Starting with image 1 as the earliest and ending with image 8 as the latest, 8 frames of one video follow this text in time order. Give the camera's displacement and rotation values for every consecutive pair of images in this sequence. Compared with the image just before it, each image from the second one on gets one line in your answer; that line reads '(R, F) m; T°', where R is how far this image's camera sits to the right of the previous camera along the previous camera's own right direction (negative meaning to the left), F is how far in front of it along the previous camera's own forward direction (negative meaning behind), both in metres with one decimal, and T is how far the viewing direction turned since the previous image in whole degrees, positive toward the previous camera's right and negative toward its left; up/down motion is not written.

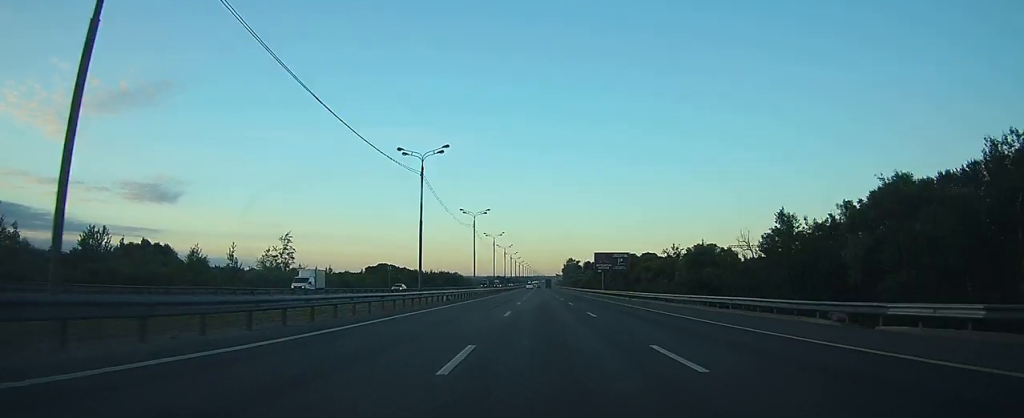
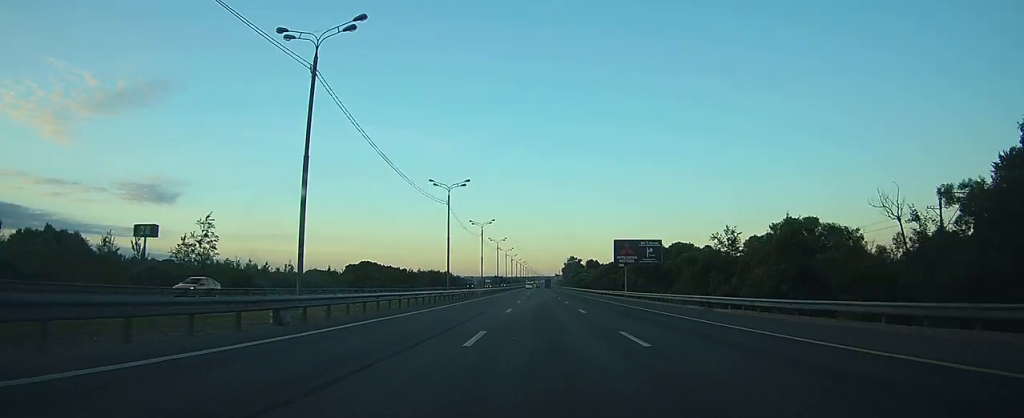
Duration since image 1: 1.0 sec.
(0.0, +28.1) m; 0°
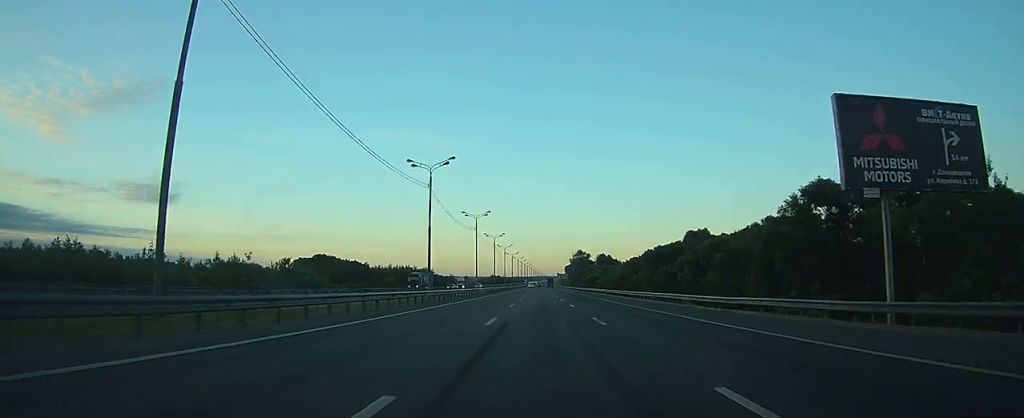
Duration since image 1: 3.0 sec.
(0.0, +57.0) m; 0°
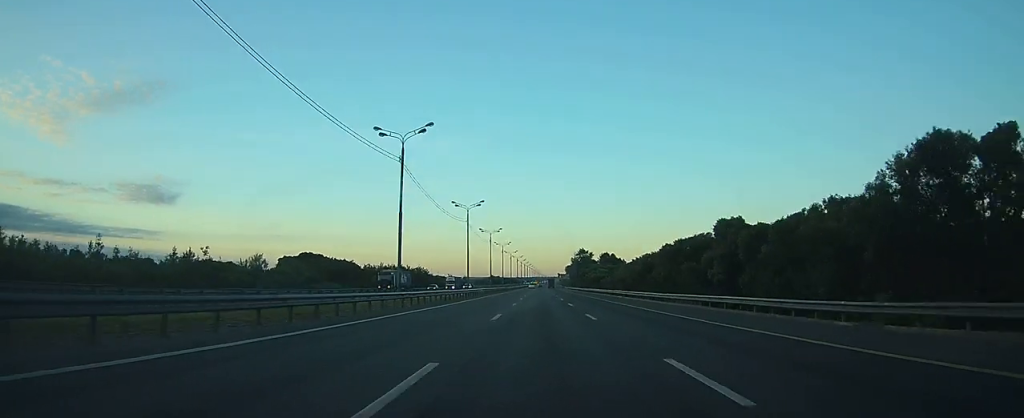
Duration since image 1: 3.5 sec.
(0.0, +13.1) m; 0°
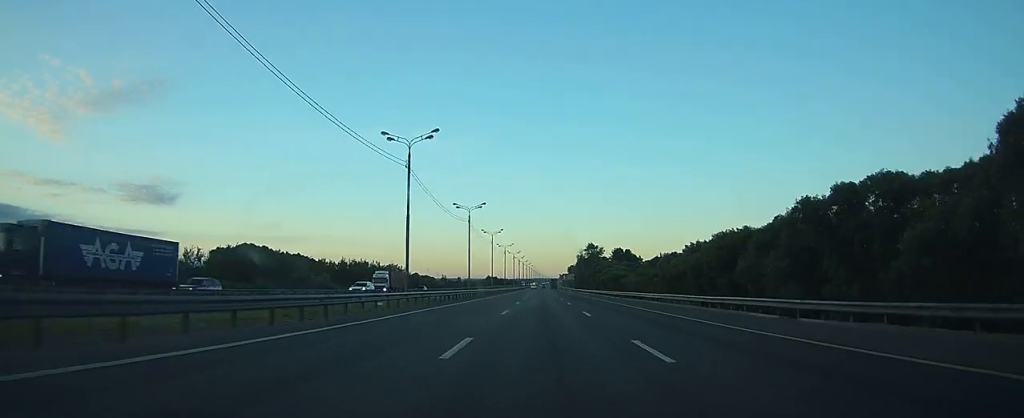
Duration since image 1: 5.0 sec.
(0.0, +43.1) m; 0°
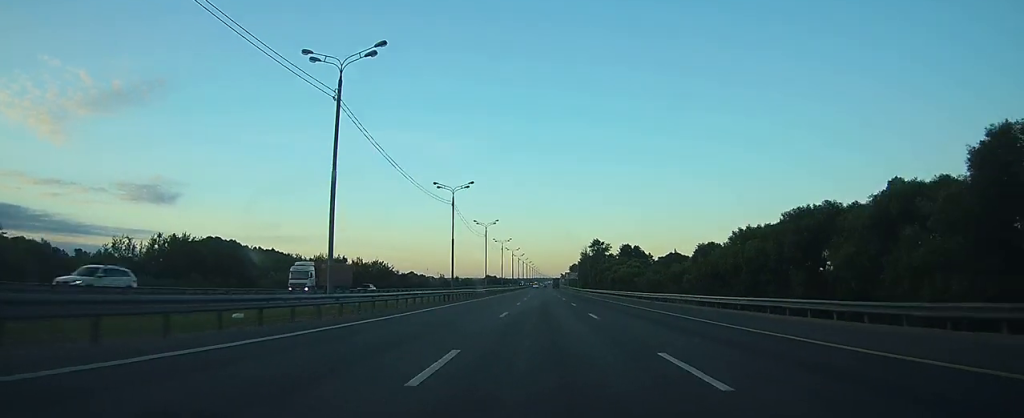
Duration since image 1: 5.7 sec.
(0.0, +18.7) m; 0°
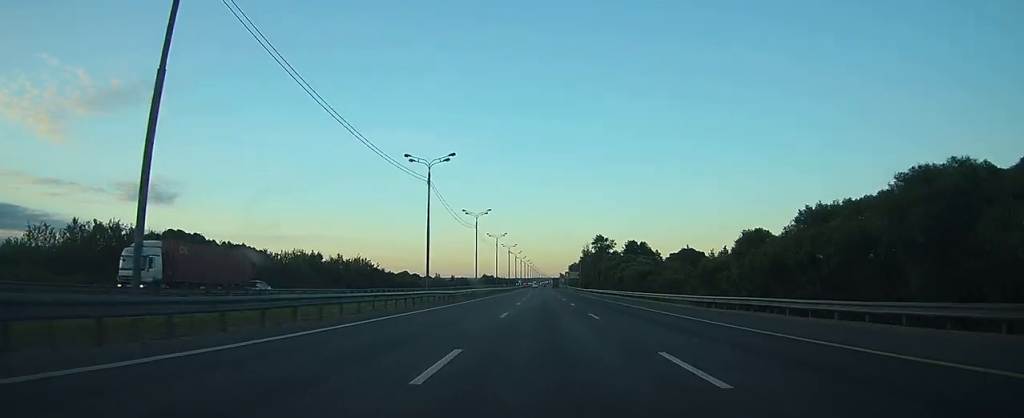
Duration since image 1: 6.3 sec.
(0.0, +15.9) m; 0°
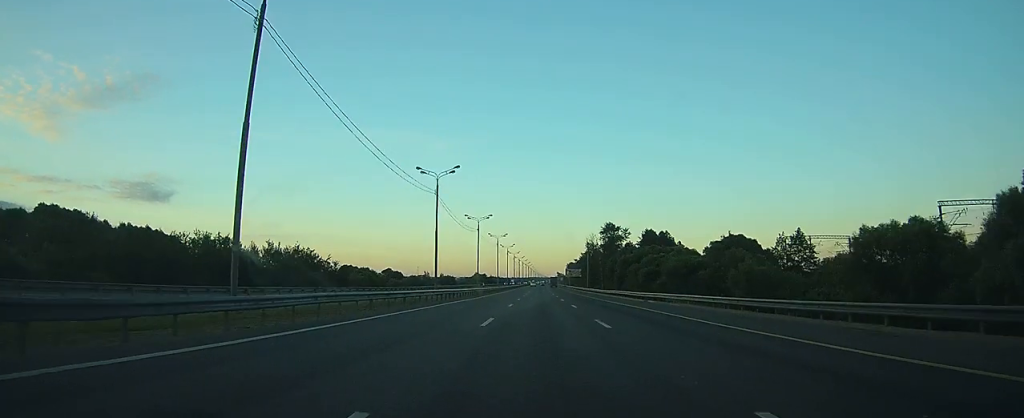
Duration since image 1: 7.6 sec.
(0.0, +37.4) m; 0°
